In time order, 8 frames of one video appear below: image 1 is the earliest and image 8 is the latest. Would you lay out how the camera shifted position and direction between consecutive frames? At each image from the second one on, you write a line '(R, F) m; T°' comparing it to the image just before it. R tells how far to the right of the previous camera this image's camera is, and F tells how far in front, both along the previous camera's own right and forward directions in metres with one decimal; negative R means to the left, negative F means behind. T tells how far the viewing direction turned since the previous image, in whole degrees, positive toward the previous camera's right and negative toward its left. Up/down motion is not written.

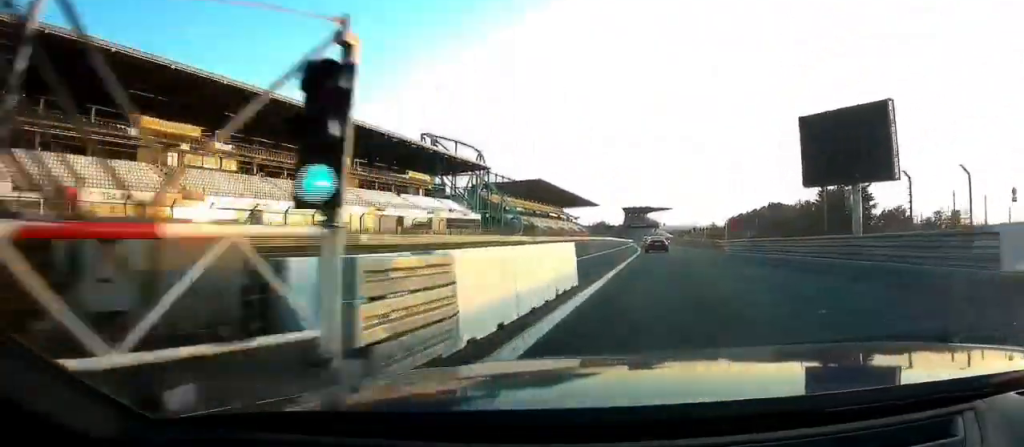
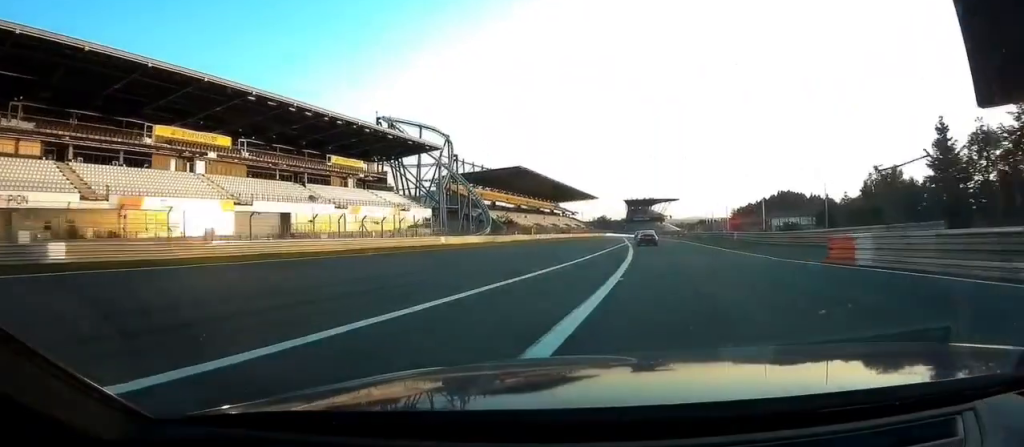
(-0.8, +40.8) m; -3°
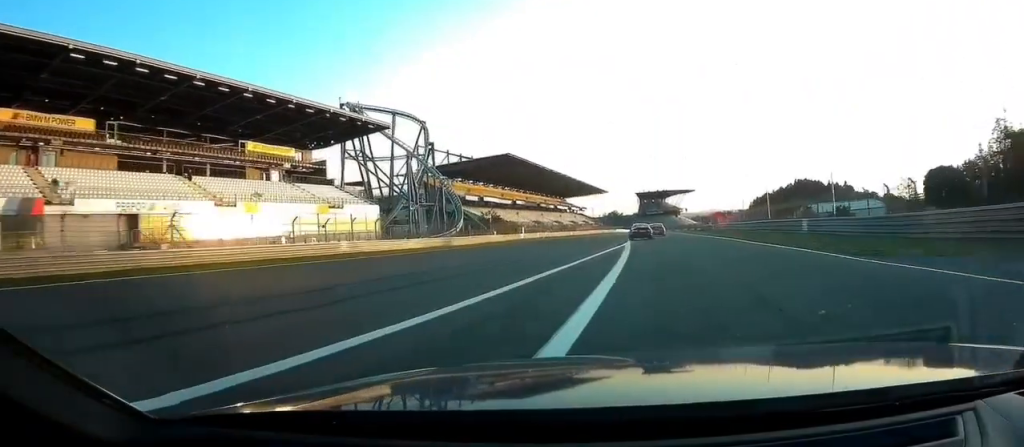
(-0.5, +29.1) m; -1°
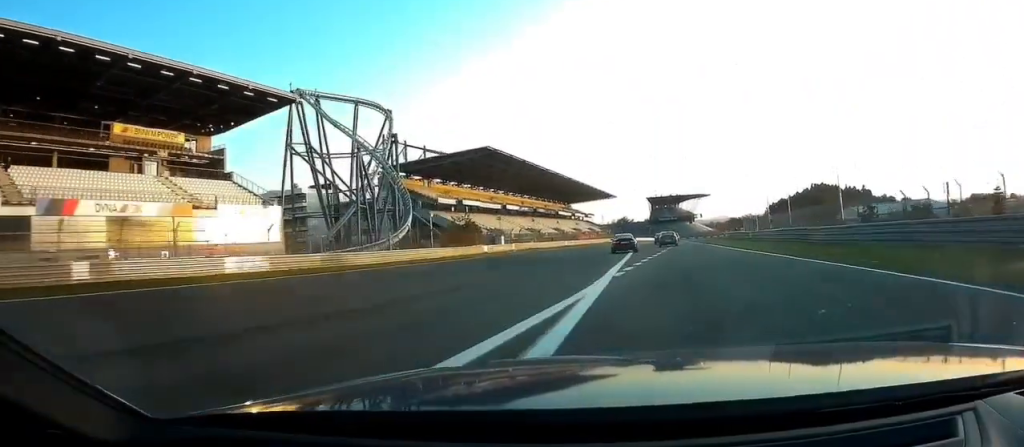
(-0.2, +27.4) m; 0°
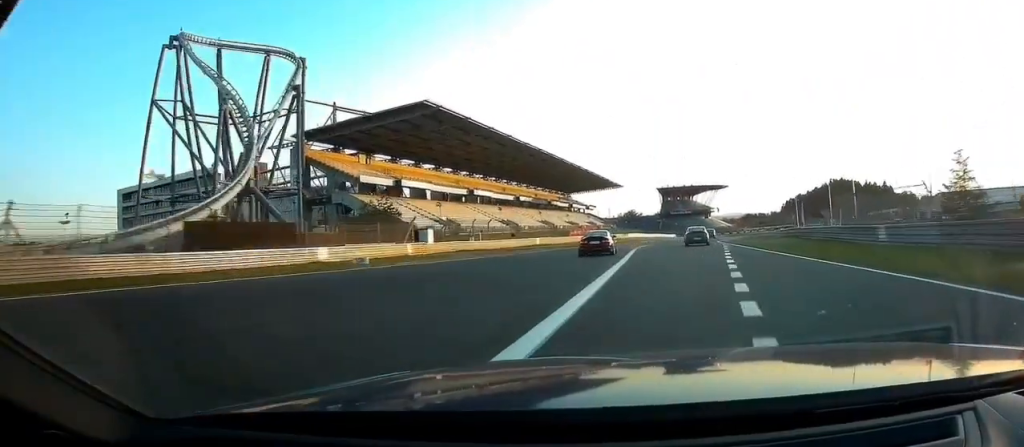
(+0.5, +35.0) m; +2°
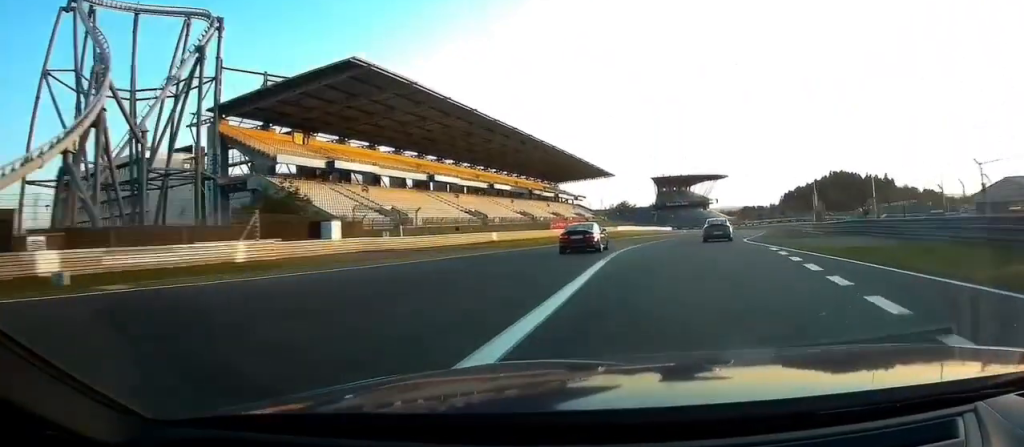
(+0.3, +17.0) m; +1°
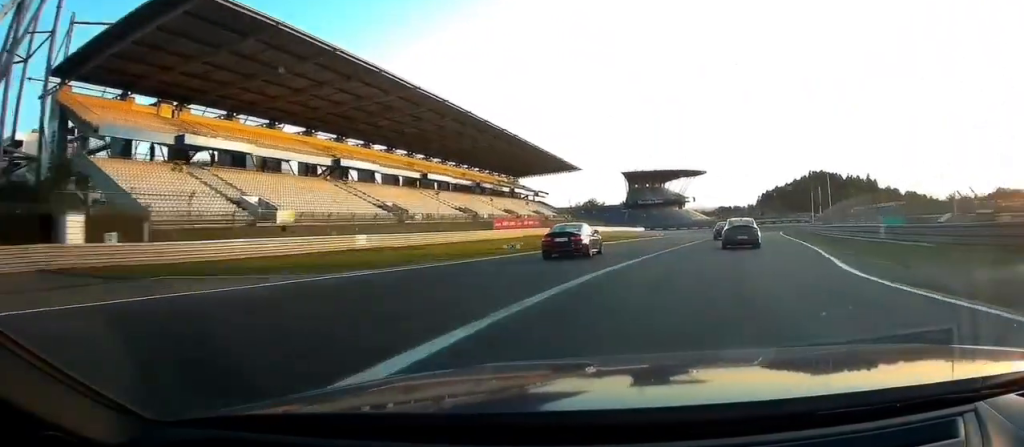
(+0.1, +19.9) m; +1°
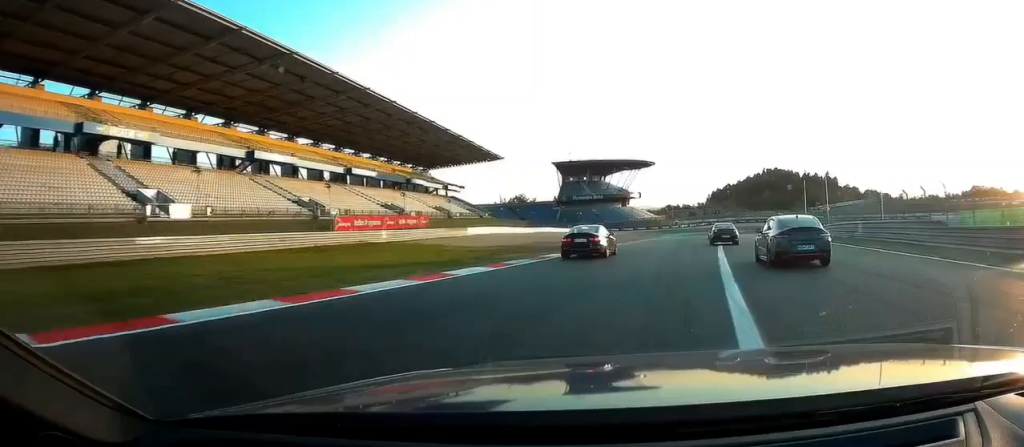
(+0.5, +29.2) m; +3°
